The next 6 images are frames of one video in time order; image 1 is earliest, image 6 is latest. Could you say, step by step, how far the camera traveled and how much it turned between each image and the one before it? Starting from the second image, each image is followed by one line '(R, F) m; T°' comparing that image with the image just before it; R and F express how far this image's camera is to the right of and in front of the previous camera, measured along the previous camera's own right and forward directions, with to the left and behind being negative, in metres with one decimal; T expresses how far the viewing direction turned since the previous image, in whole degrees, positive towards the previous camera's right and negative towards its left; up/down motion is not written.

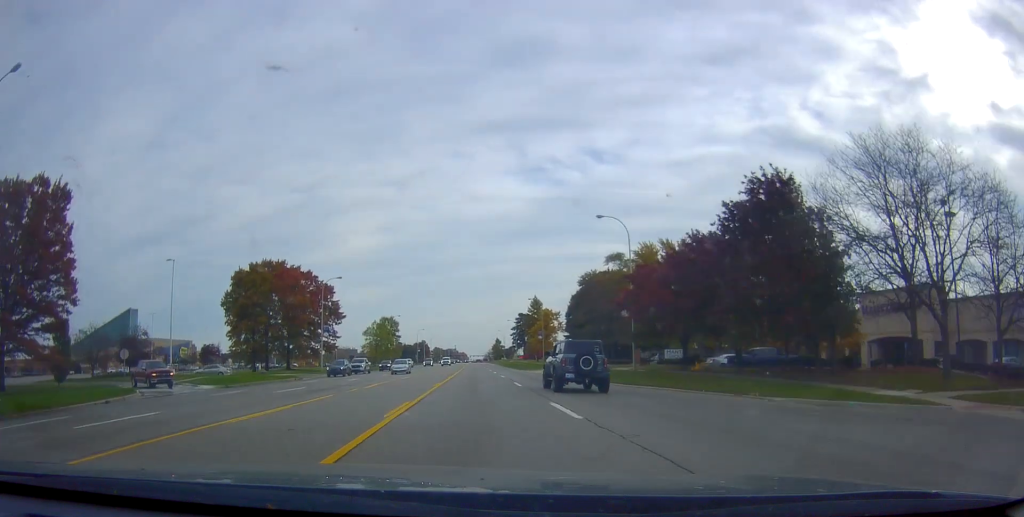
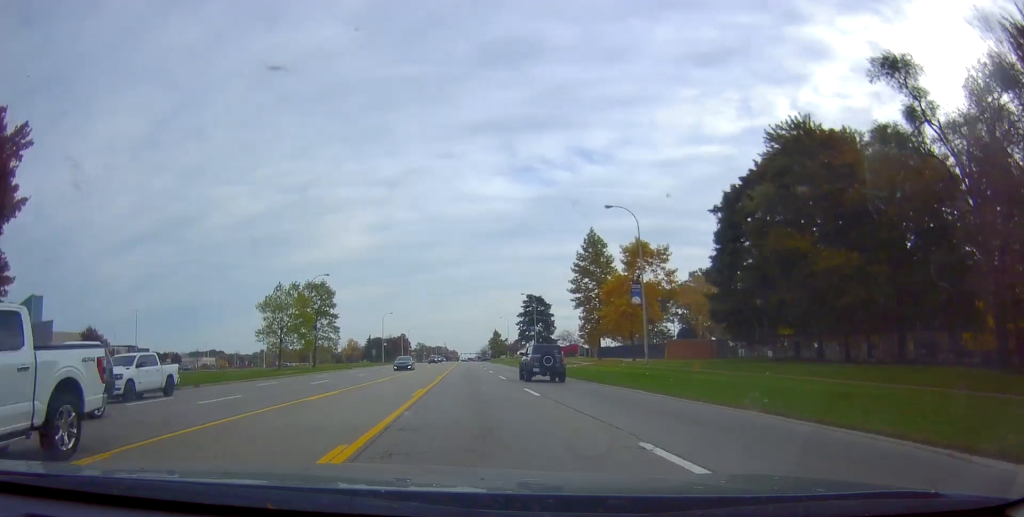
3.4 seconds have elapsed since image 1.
(-0.2, +68.3) m; 0°
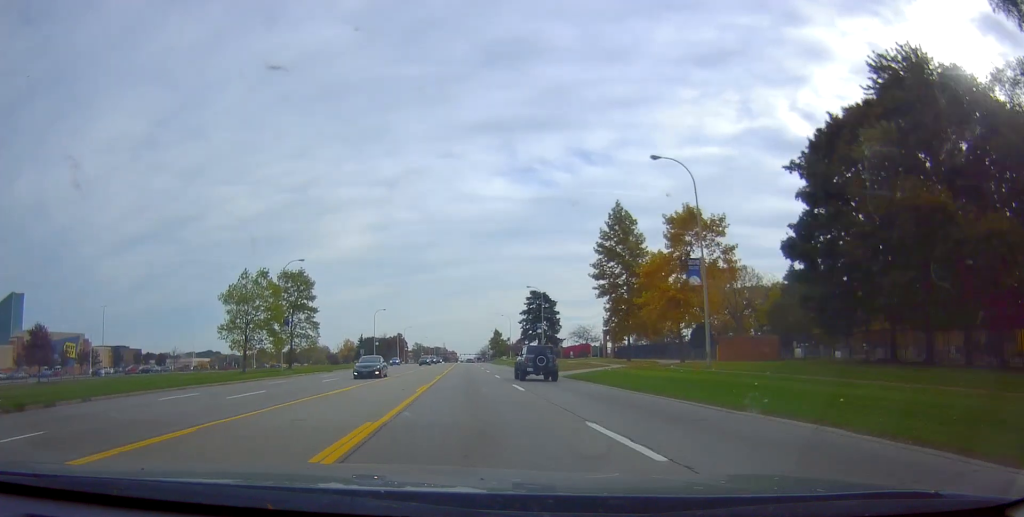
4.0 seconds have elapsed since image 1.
(-0.1, +12.1) m; +1°
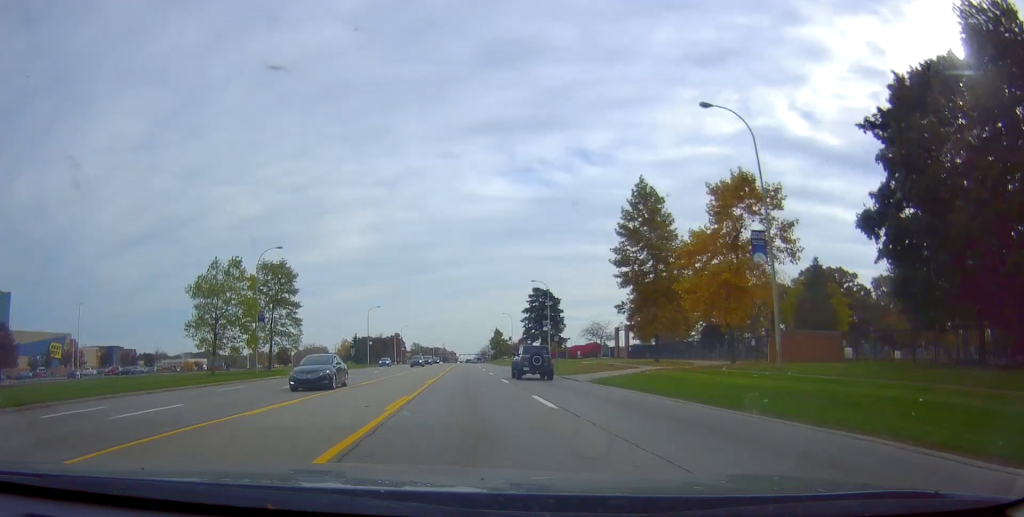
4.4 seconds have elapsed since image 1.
(0.0, +8.1) m; +1°
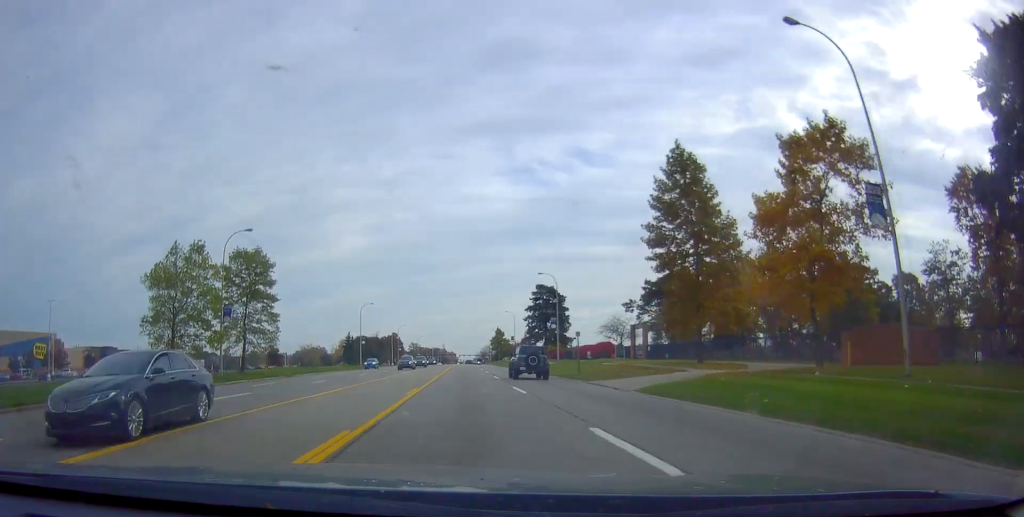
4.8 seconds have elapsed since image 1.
(+0.2, +8.7) m; +1°
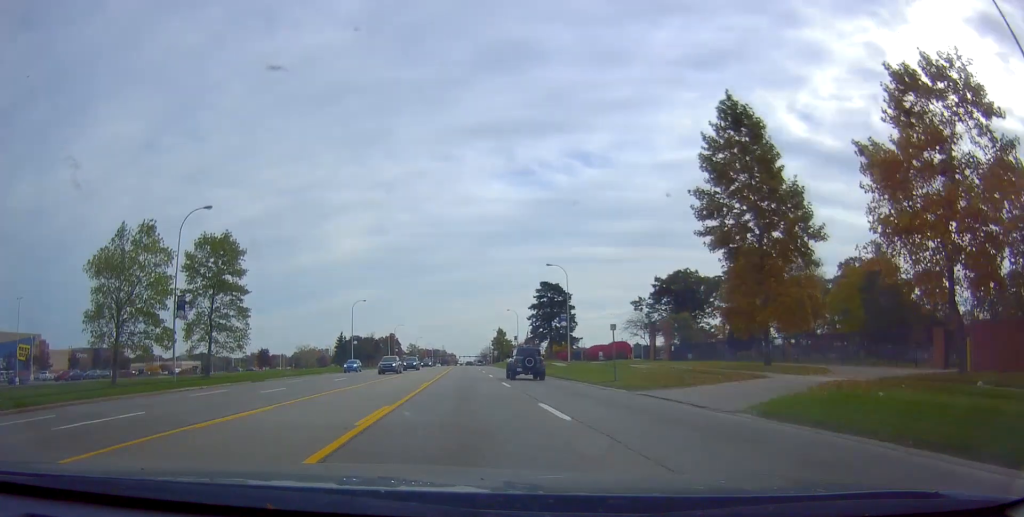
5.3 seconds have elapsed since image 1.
(+0.1, +8.7) m; +1°
